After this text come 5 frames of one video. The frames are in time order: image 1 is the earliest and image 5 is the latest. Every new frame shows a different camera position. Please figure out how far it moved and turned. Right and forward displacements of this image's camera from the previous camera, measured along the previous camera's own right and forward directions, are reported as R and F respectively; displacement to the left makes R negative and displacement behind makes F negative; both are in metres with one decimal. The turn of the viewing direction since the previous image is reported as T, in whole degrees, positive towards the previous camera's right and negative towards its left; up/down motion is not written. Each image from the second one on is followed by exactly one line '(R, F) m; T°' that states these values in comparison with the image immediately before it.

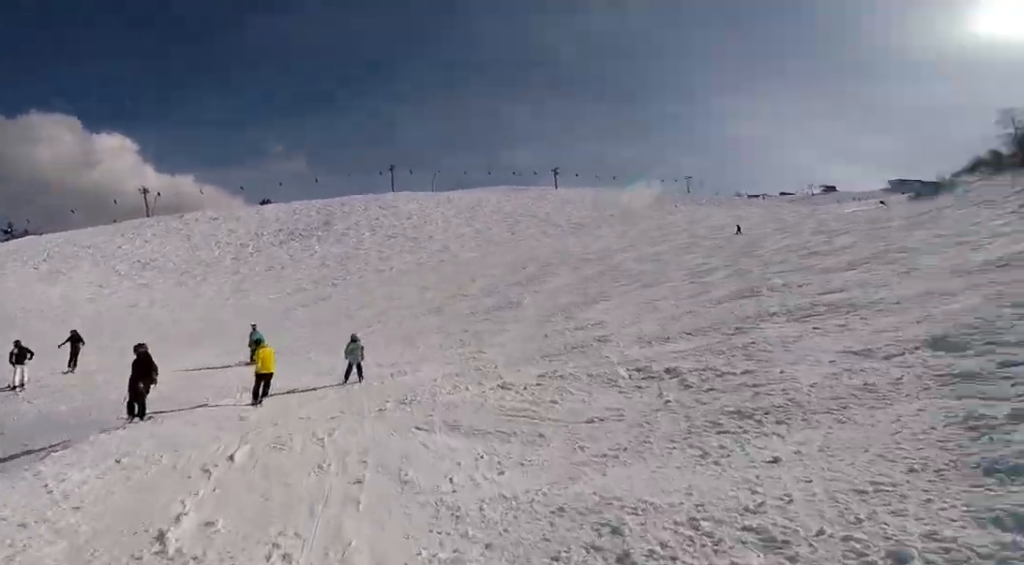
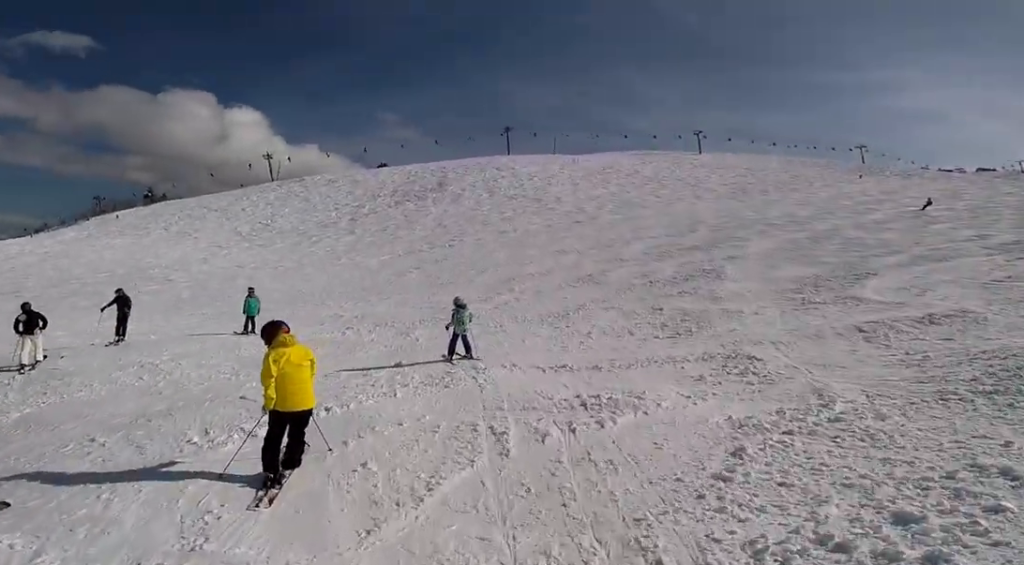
(-0.9, +6.8) m; -2°
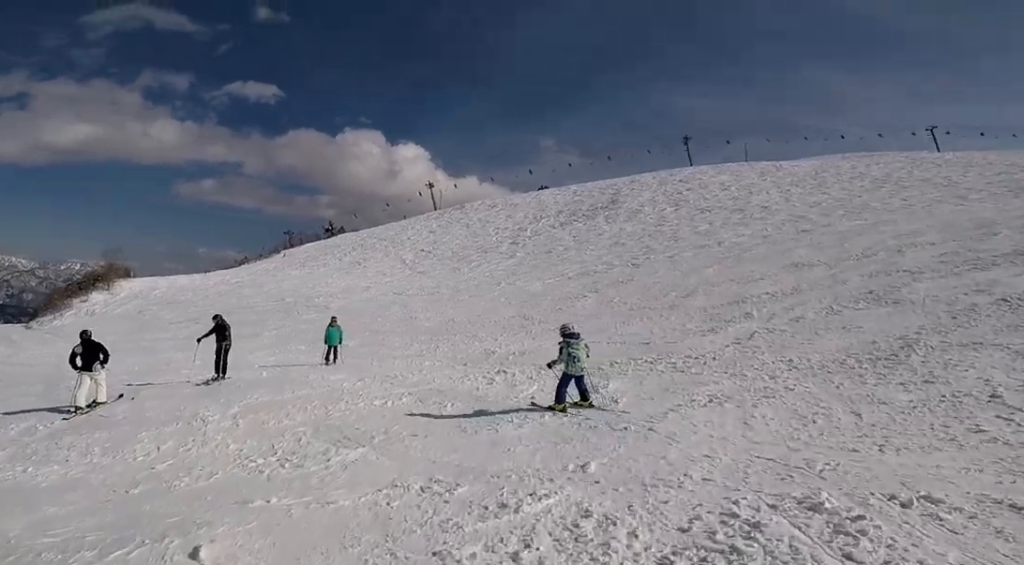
(+0.5, +5.4) m; +1°
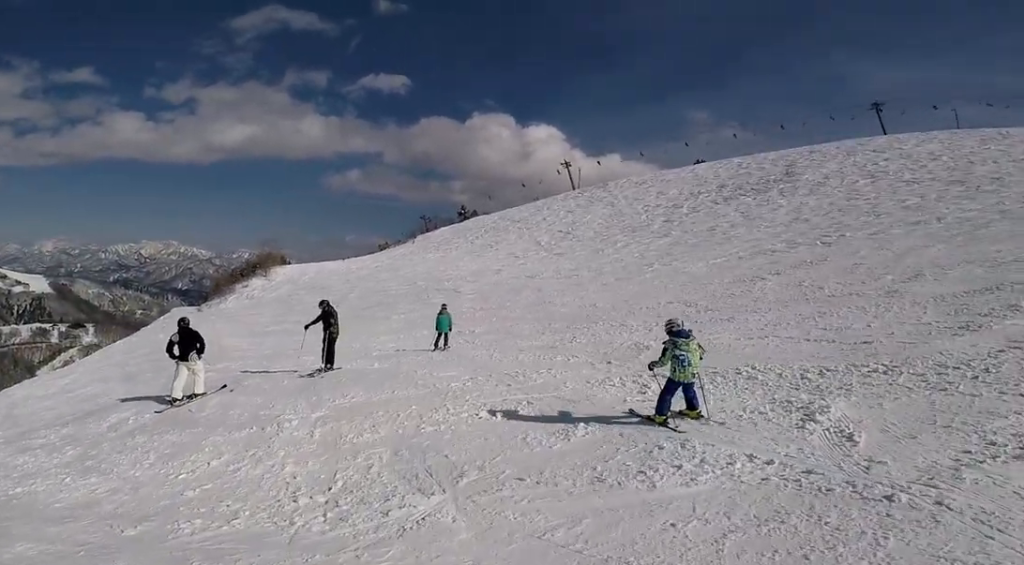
(-0.1, +2.3) m; -7°
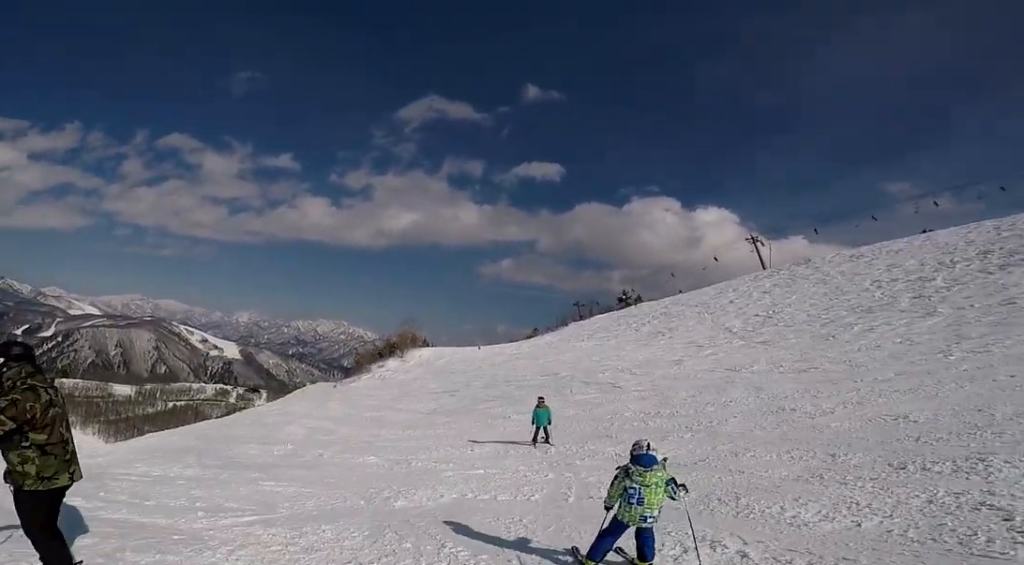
(-3.9, +9.5) m; -33°
